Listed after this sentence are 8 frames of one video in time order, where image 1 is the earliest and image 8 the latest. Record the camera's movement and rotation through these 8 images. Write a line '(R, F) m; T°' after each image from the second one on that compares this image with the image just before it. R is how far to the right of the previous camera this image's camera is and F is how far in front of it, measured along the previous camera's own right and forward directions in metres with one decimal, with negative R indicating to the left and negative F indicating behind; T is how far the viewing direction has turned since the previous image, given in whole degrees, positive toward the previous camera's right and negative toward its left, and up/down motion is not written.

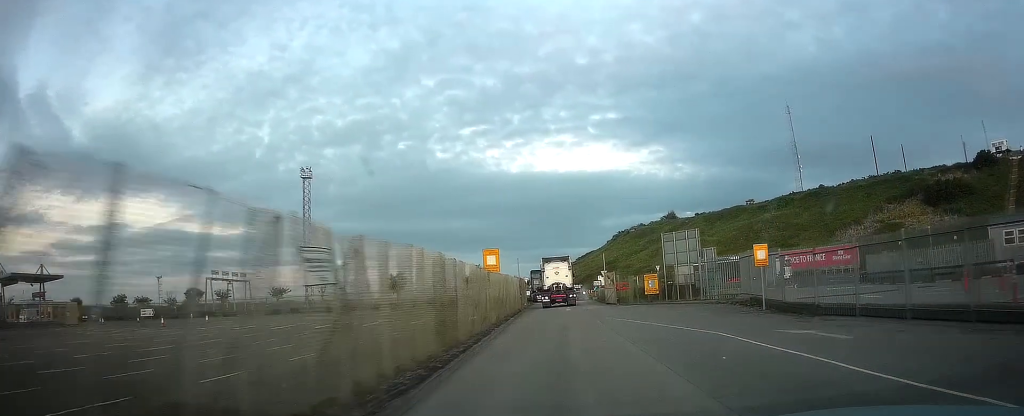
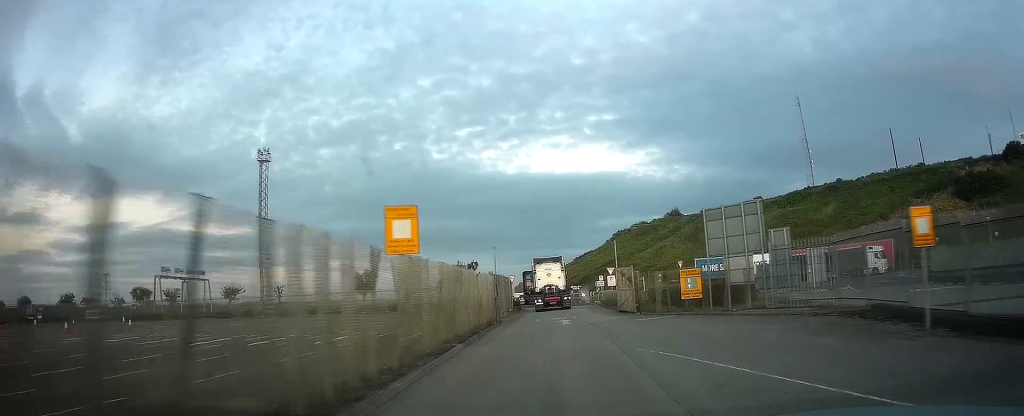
(-0.2, +11.6) m; -3°
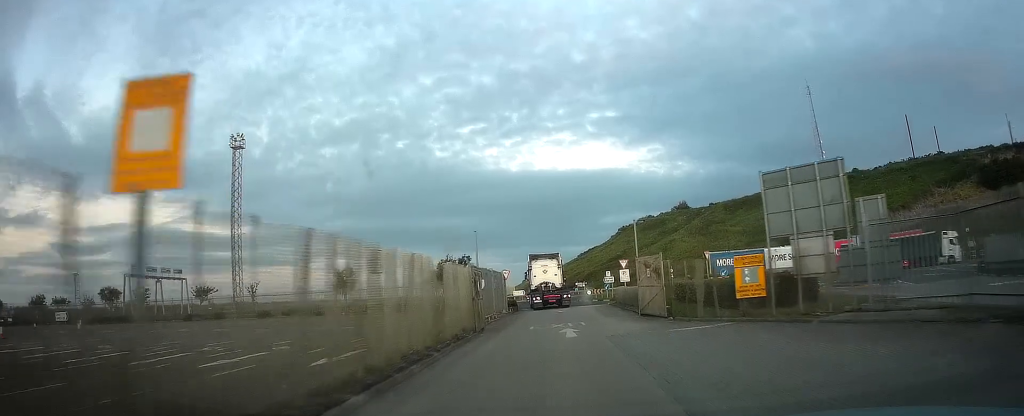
(-0.1, +7.0) m; -1°
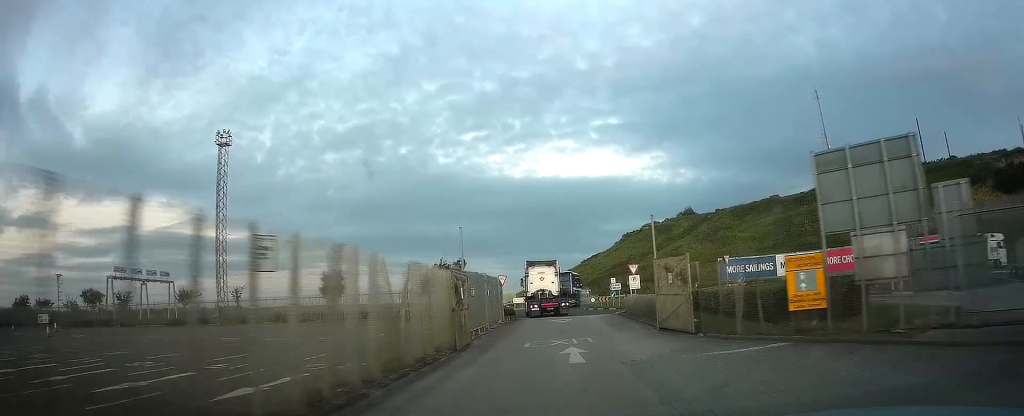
(0.0, +3.8) m; -1°
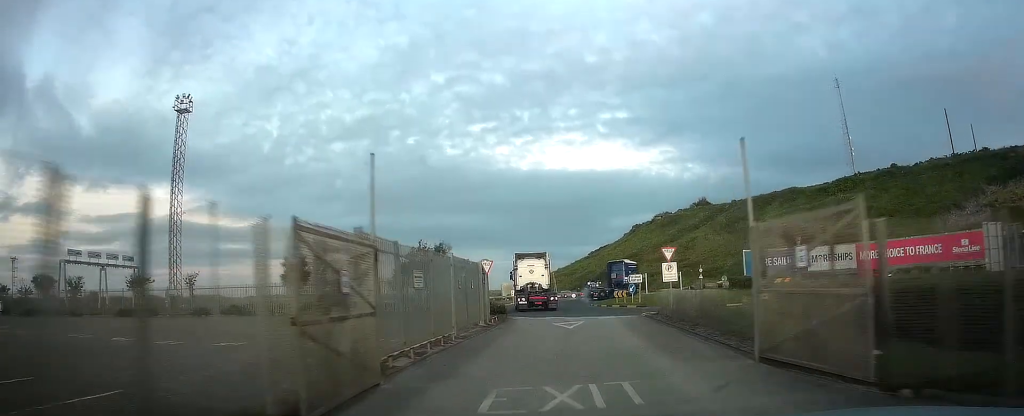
(-0.2, +9.4) m; -1°
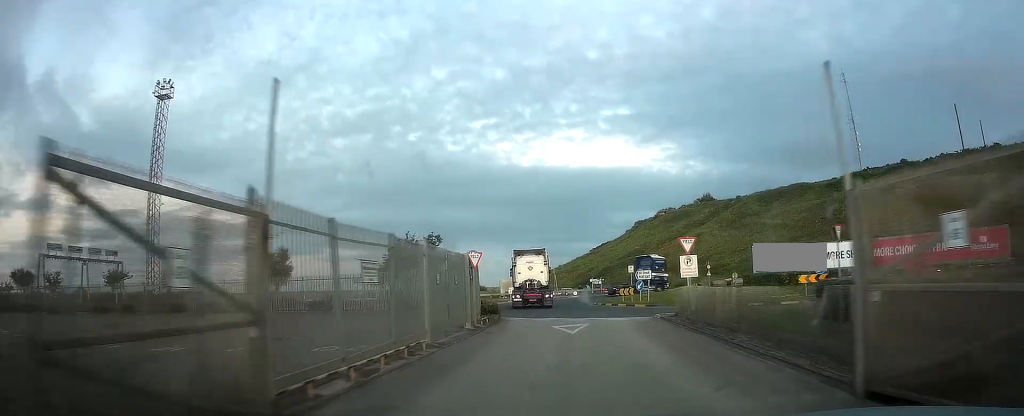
(0.0, +3.6) m; 0°
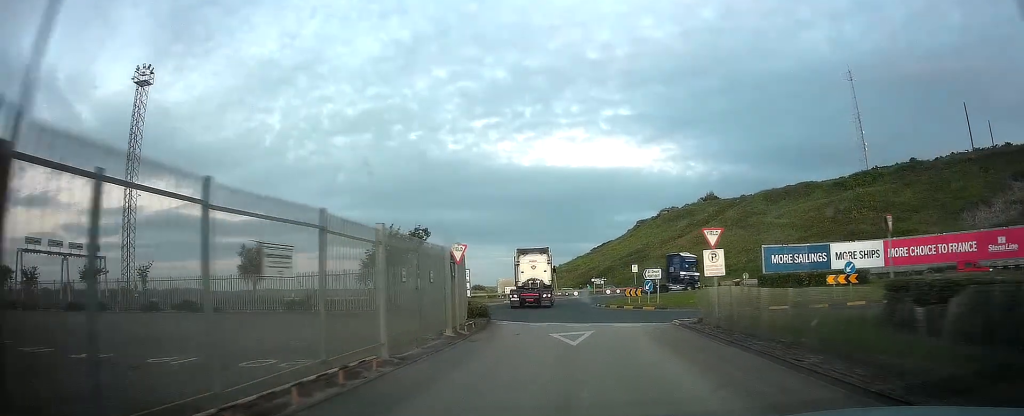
(+0.1, +3.6) m; +1°
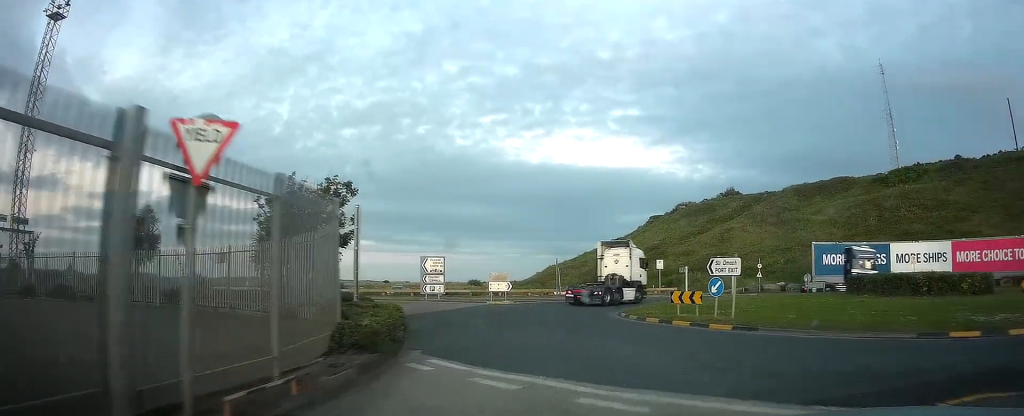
(-0.1, +14.0) m; -2°
